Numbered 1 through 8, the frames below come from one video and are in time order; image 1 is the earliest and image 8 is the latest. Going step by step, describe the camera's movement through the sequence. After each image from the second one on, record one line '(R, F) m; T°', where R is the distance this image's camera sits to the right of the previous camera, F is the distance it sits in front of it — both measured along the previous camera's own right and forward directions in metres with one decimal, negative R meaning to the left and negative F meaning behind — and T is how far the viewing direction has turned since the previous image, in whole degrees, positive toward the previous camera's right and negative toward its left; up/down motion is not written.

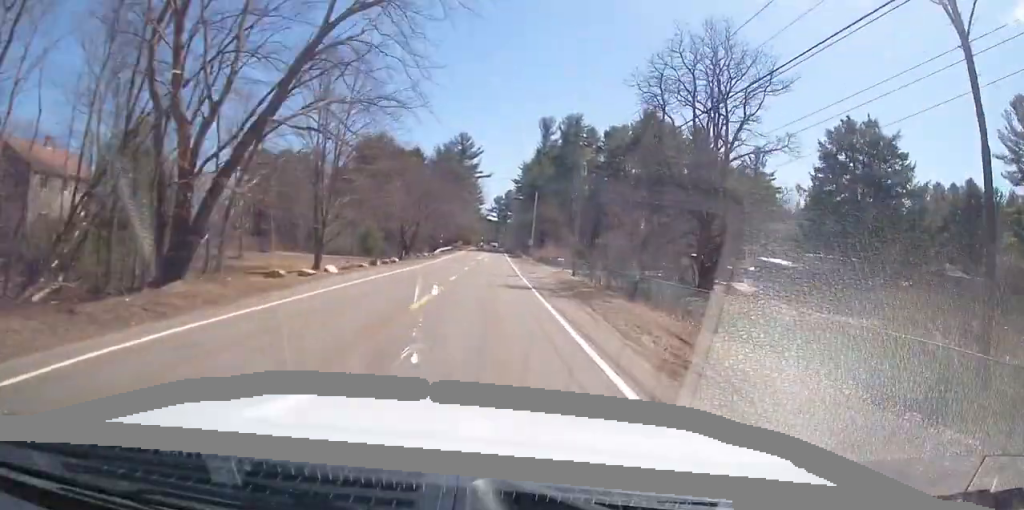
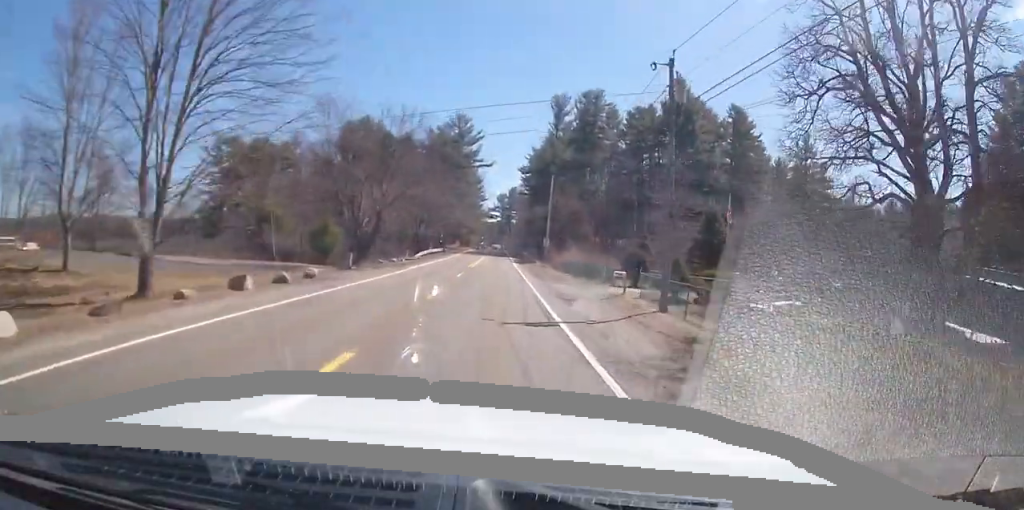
(0.0, +22.1) m; 0°
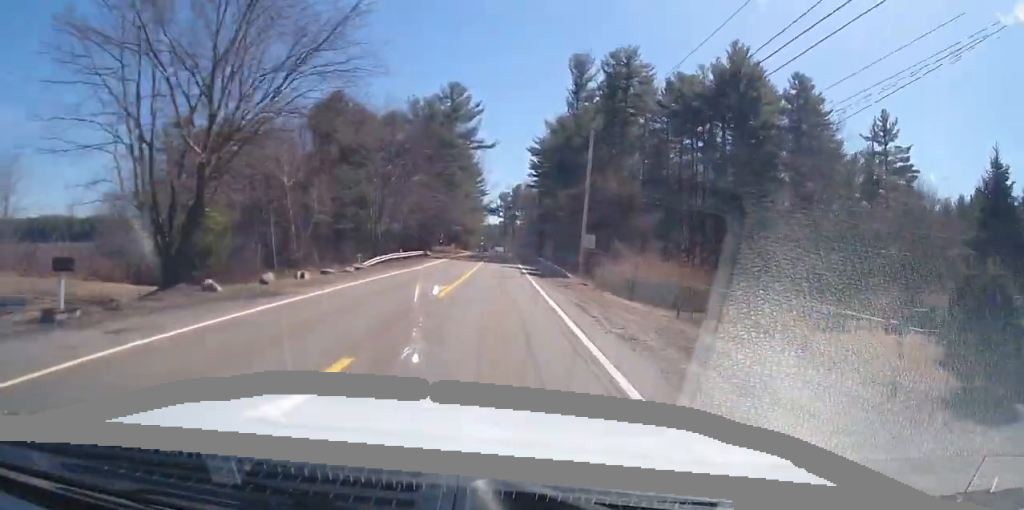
(0.0, +27.2) m; 0°
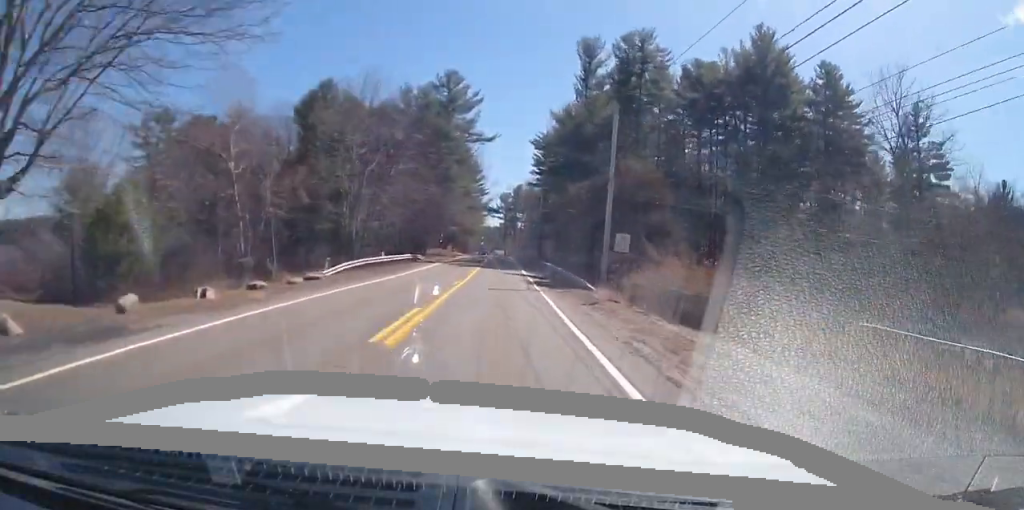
(0.0, +8.9) m; 0°
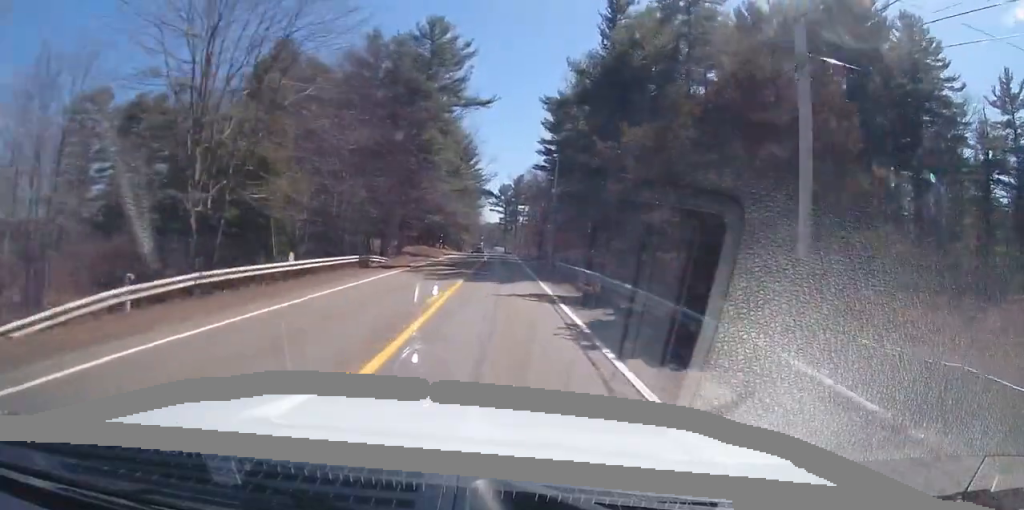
(0.0, +22.0) m; 0°
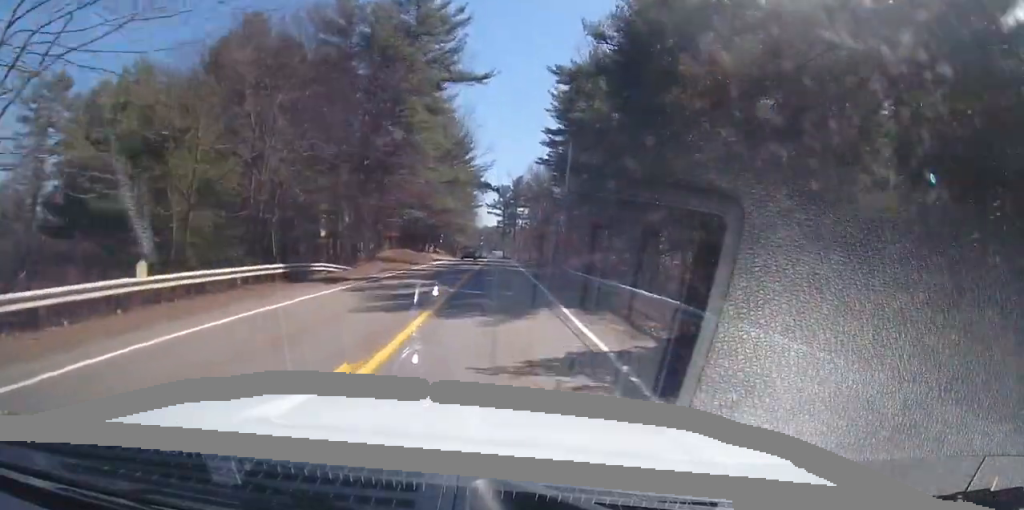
(0.0, +12.4) m; 0°
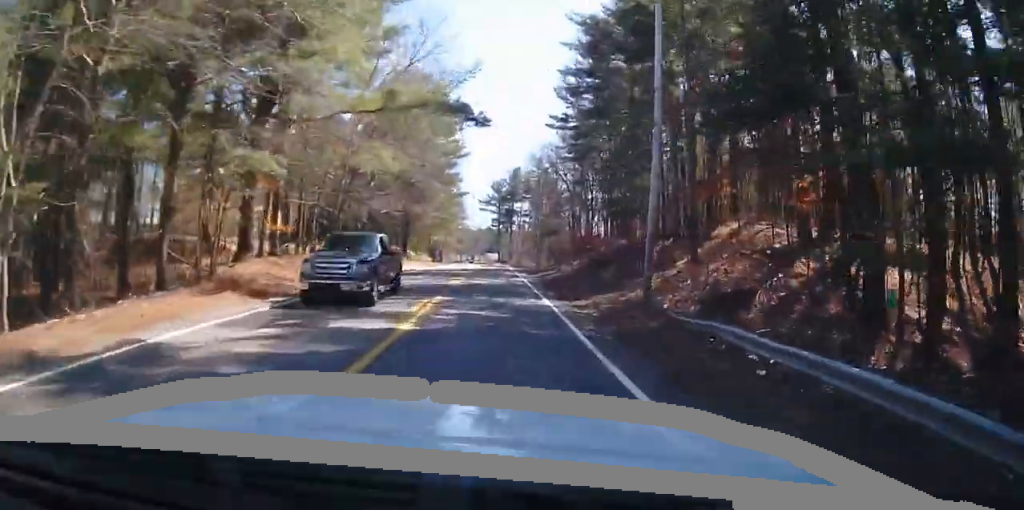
(0.0, +28.6) m; 0°
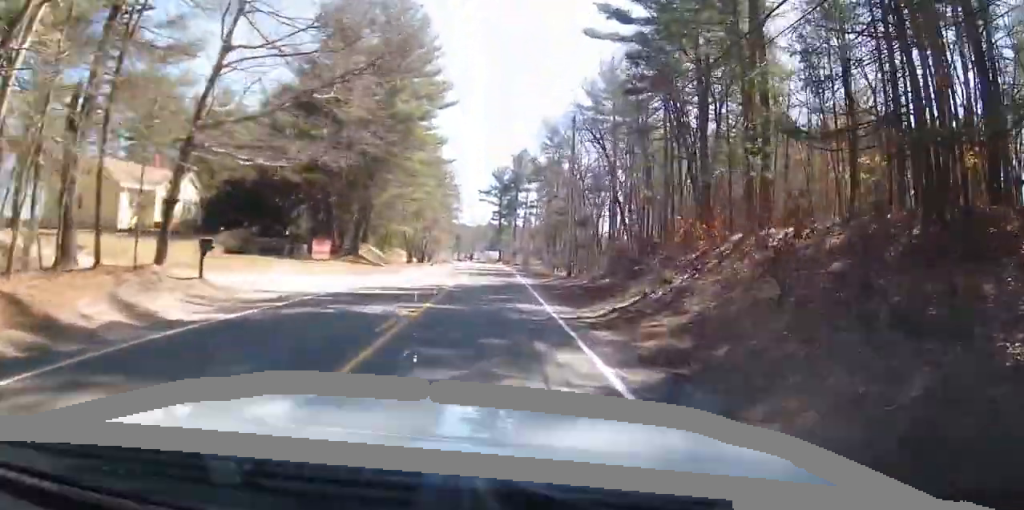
(0.0, +26.3) m; 0°
